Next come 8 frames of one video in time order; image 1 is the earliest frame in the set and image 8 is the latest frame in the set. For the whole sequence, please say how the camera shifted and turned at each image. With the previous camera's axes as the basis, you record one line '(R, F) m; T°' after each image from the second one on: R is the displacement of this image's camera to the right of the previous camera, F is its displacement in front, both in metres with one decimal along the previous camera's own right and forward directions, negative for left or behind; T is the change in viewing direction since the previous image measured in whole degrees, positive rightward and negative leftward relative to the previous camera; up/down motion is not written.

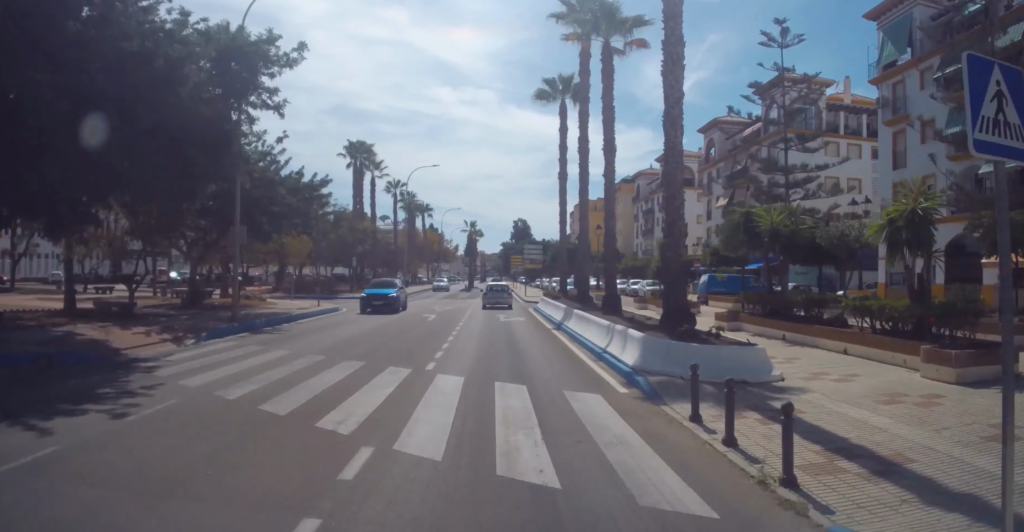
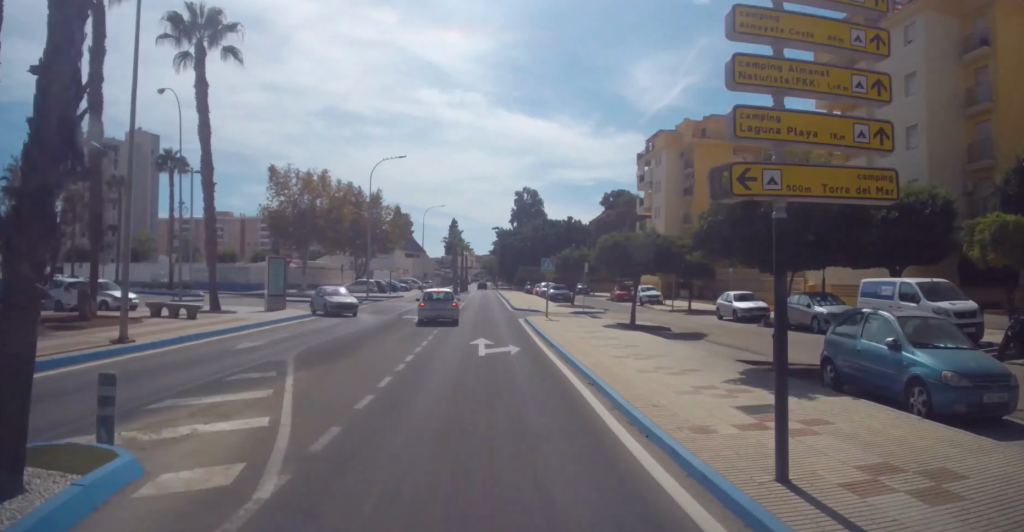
(+0.1, +96.0) m; 0°
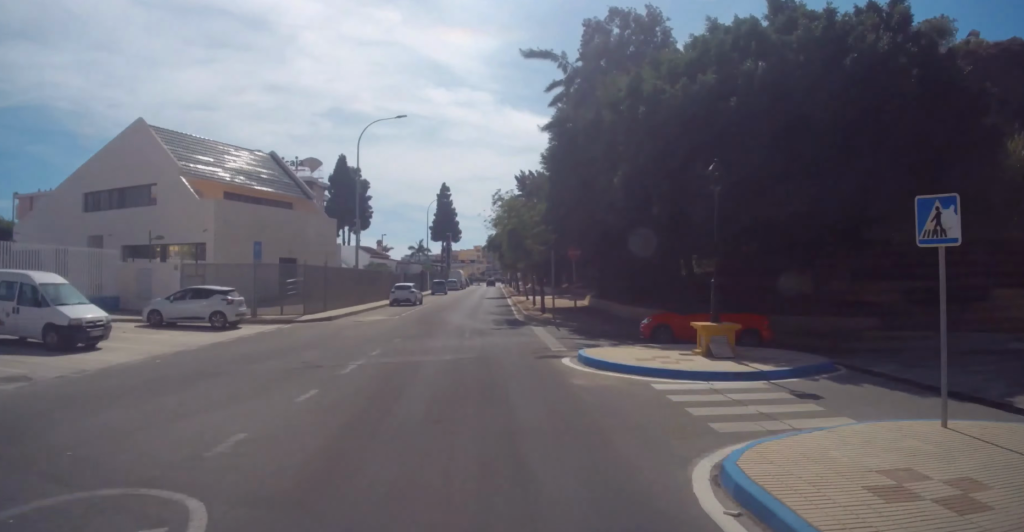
(-0.7, +92.6) m; +1°
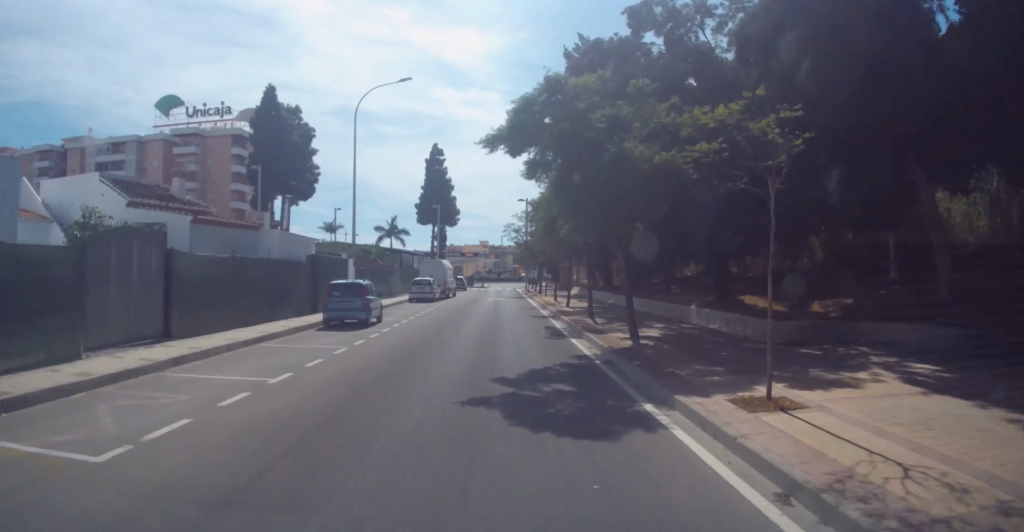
(+0.9, +41.4) m; +3°
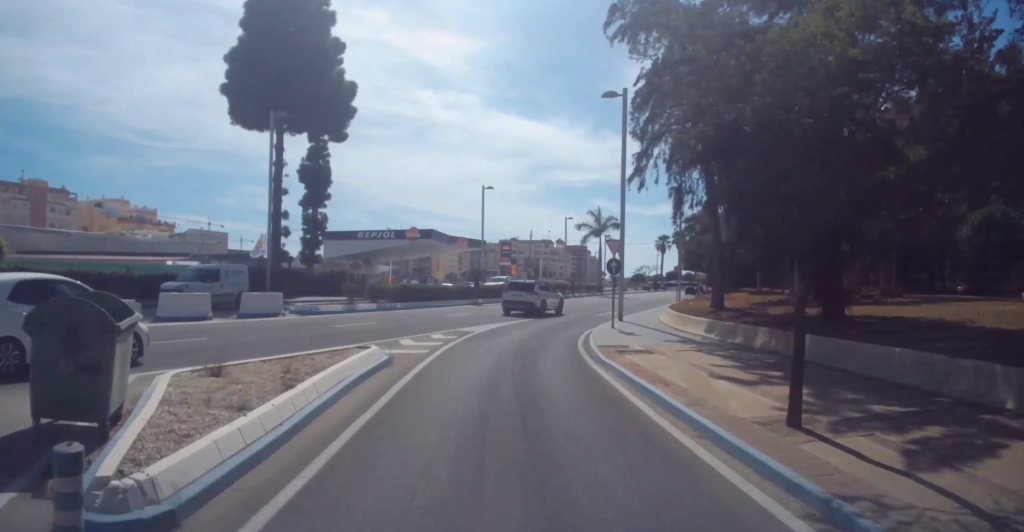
(+1.4, +68.4) m; +8°
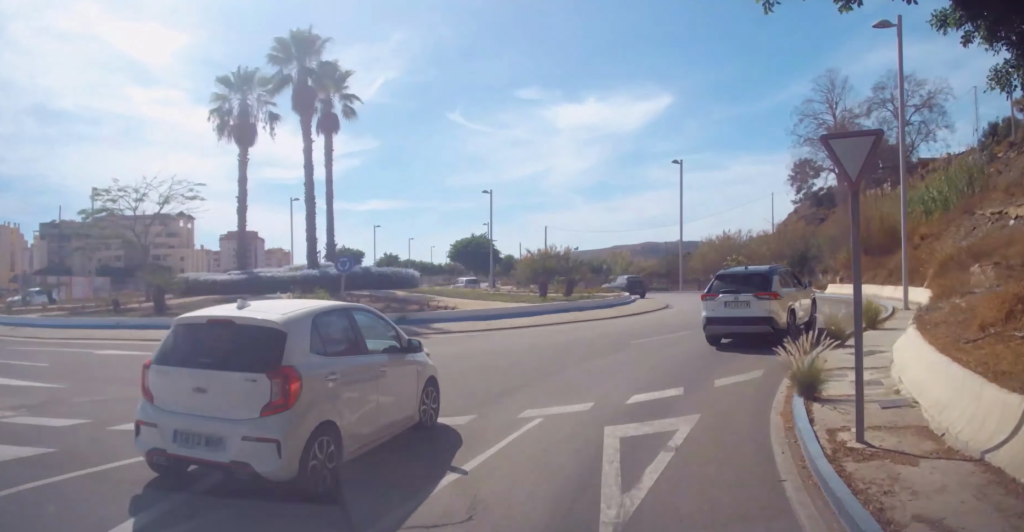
(+29.2, +129.4) m; +12°
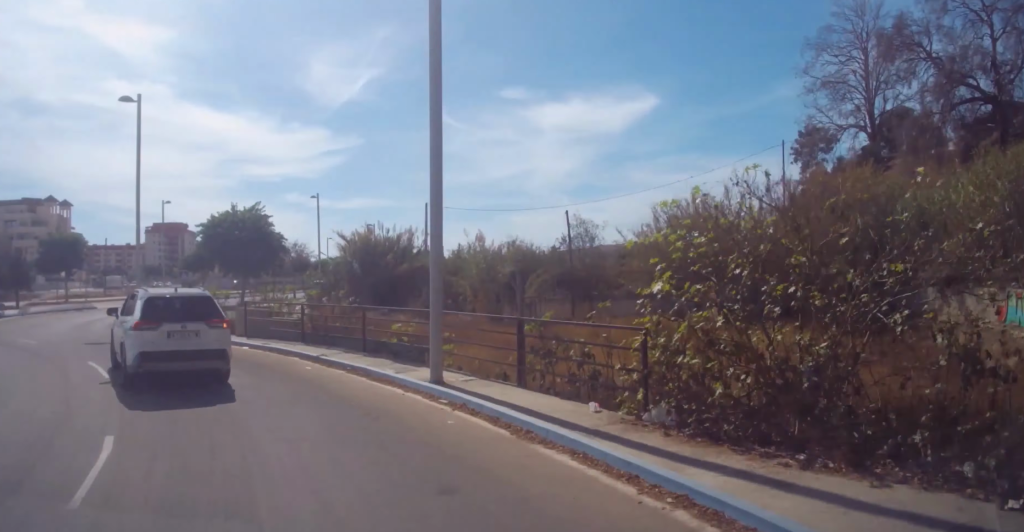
(-6.0, +47.3) m; -2°
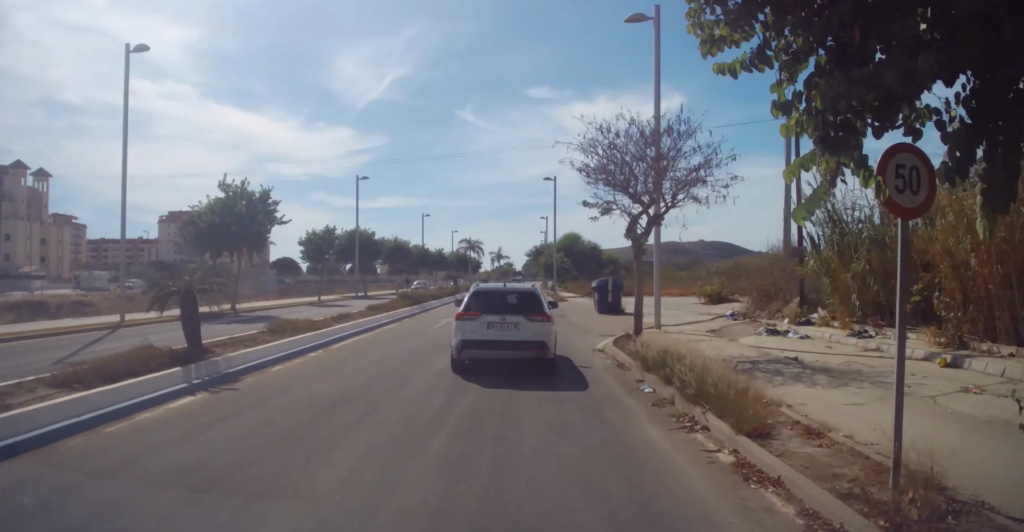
(+1.6, +65.3) m; +4°
